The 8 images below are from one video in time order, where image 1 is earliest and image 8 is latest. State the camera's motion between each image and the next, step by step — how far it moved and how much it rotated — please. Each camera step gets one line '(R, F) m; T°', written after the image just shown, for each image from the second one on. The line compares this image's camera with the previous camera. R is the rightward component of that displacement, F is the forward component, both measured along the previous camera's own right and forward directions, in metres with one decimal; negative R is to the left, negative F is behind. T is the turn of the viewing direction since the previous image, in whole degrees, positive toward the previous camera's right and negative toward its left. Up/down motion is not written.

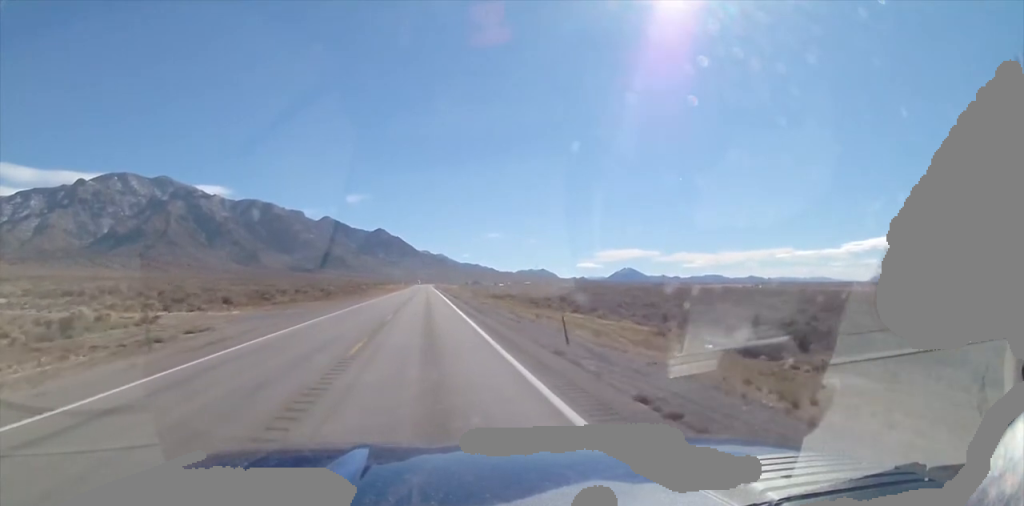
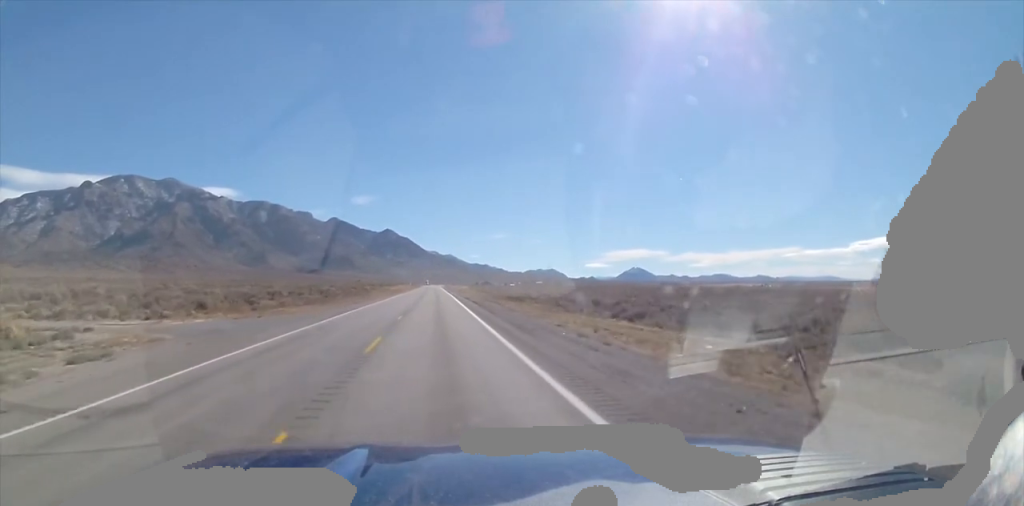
(-0.1, +11.4) m; -1°
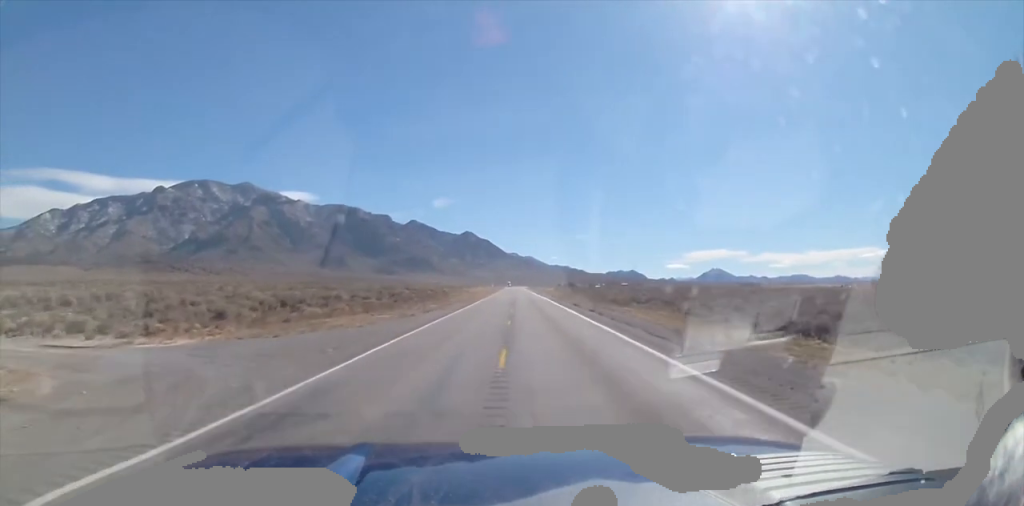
(-0.6, +18.1) m; -4°
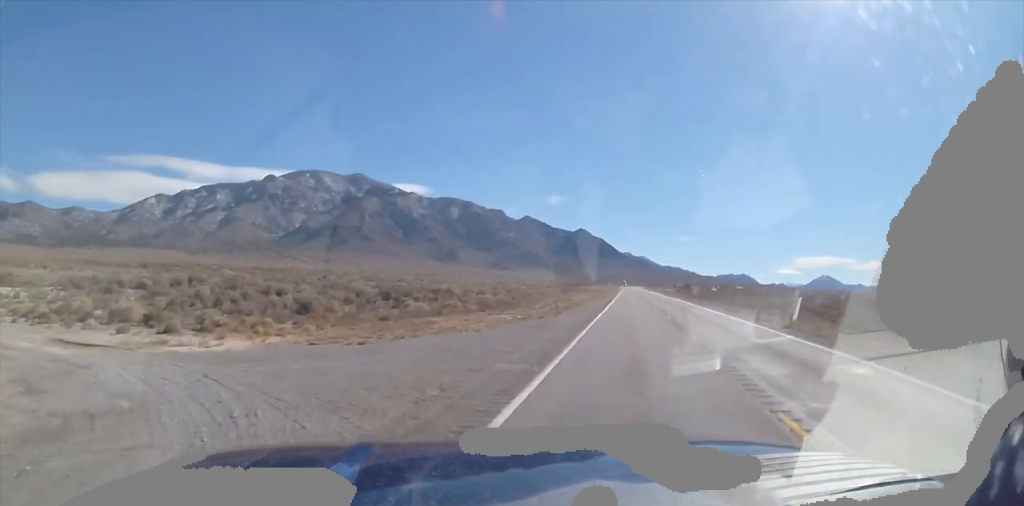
(-0.2, +12.0) m; -3°
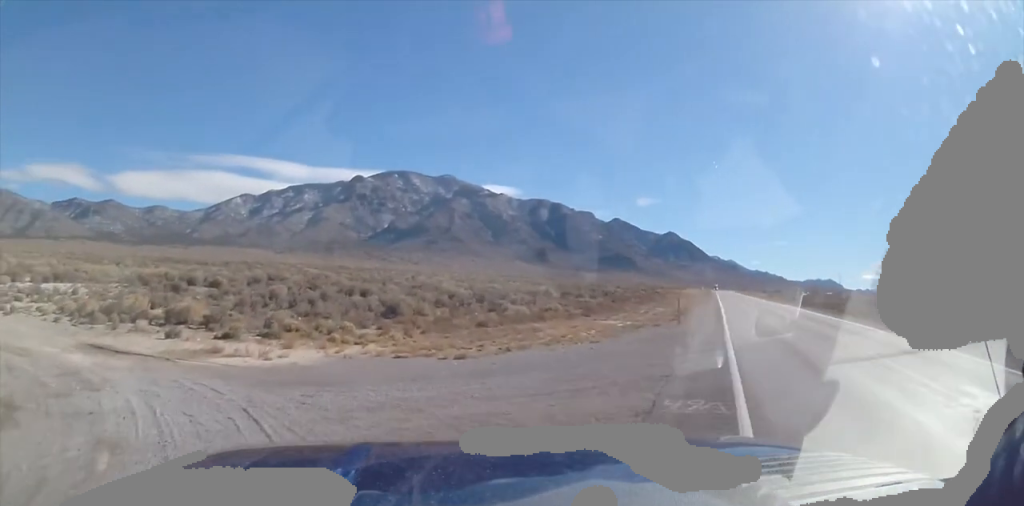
(-0.3, +6.2) m; -11°
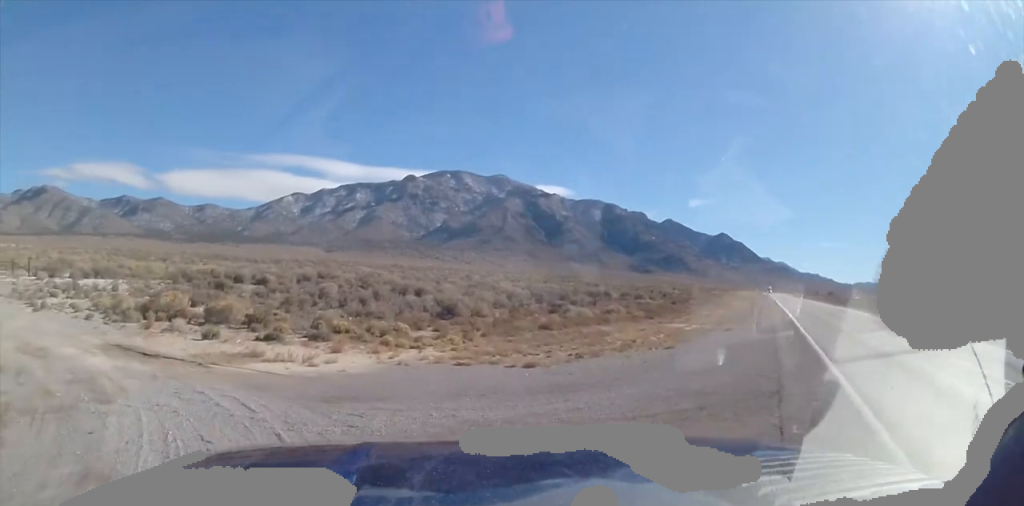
(+0.3, +2.9) m; -8°
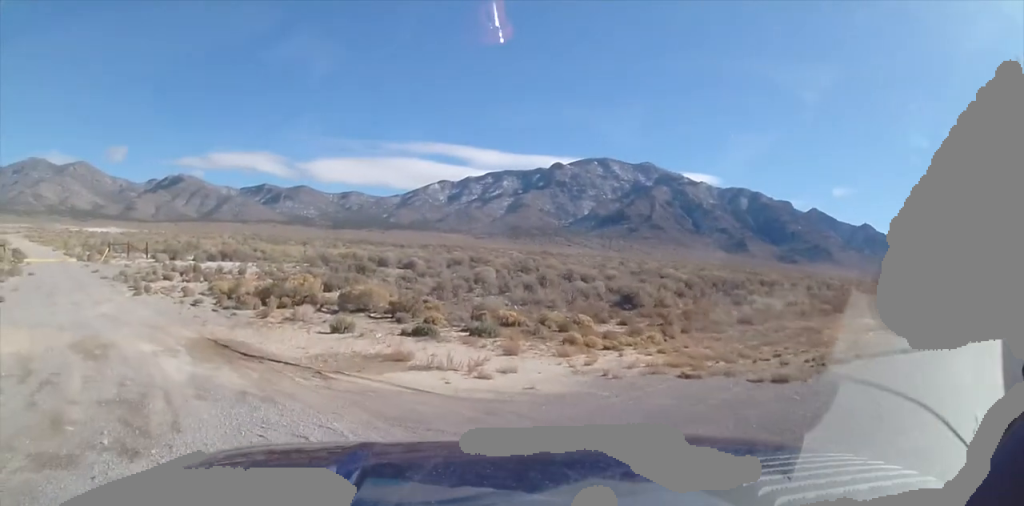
(-1.6, +4.3) m; -19°
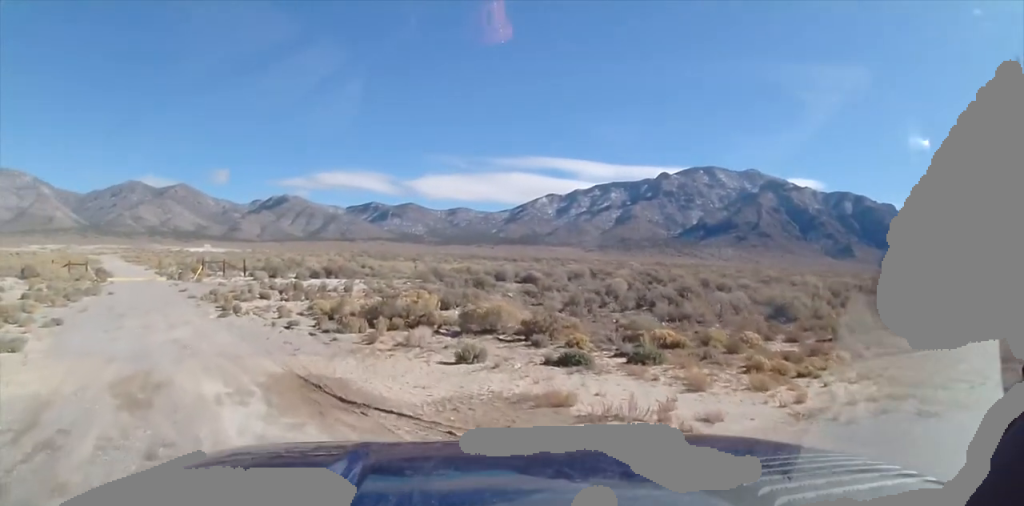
(+0.2, +2.8) m; -2°
